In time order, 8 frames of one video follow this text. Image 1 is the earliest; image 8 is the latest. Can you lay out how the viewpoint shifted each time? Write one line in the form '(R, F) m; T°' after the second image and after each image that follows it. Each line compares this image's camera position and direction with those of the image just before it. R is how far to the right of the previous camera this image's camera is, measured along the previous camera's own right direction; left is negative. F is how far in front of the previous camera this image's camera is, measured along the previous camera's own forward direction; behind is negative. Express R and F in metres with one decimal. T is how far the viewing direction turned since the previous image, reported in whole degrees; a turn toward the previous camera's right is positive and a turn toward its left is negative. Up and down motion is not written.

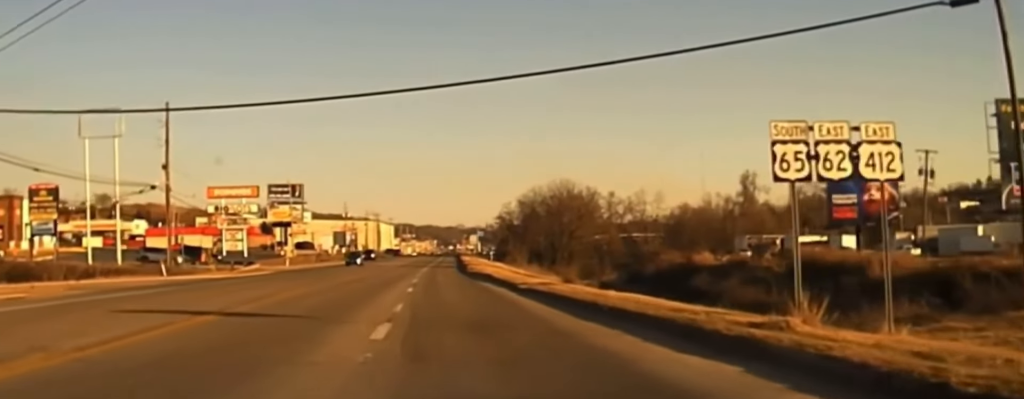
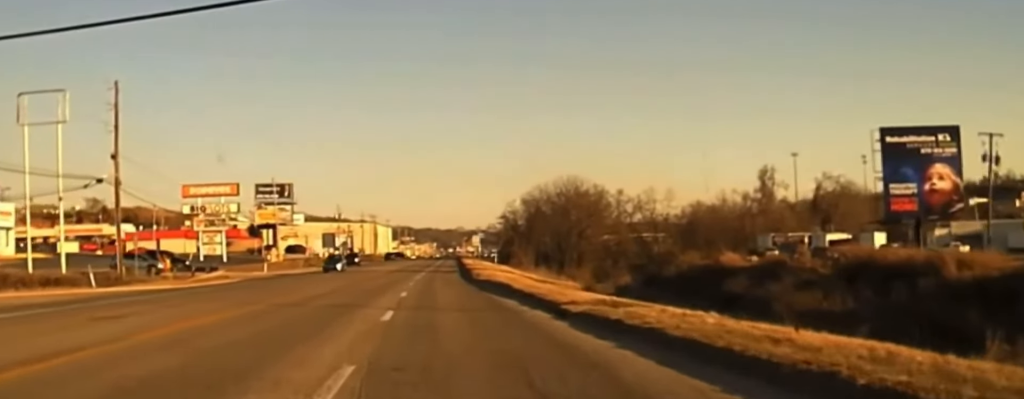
(-0.3, +14.0) m; -1°
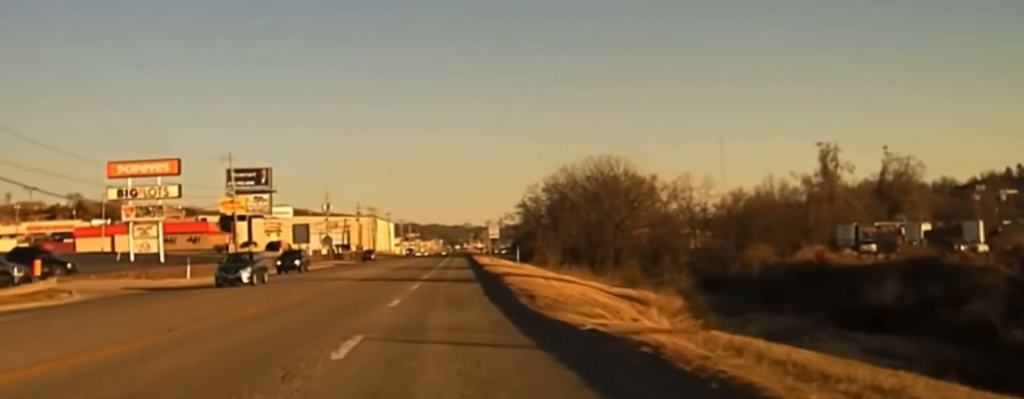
(+0.1, +36.8) m; +1°
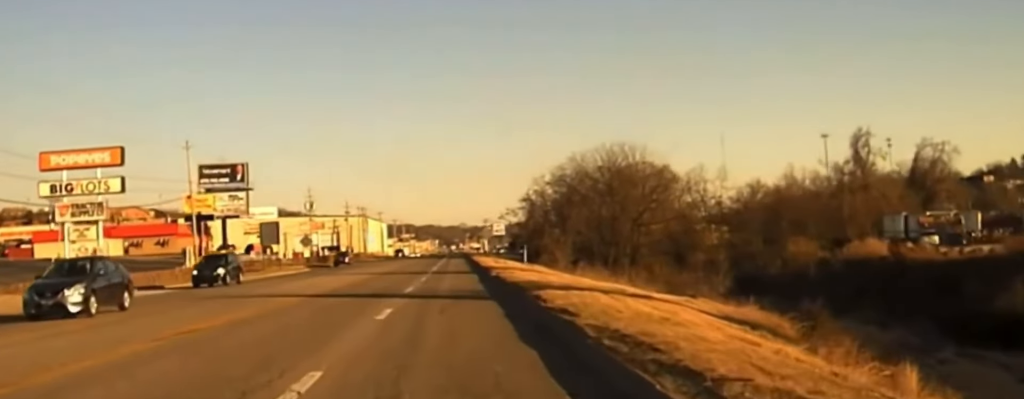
(0.0, +17.6) m; 0°
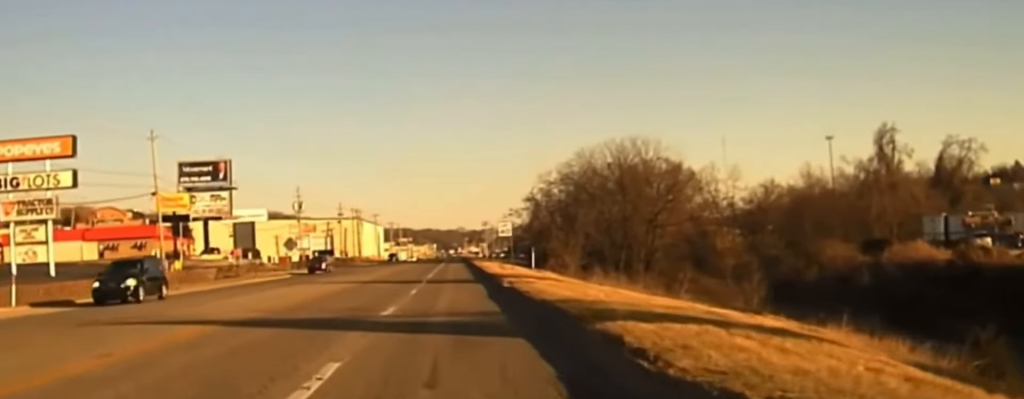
(+0.1, +9.9) m; 0°
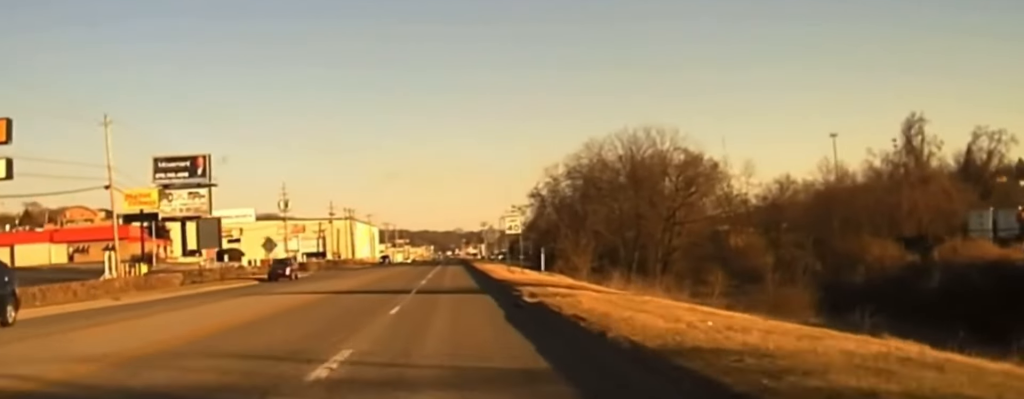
(+0.1, +11.1) m; 0°
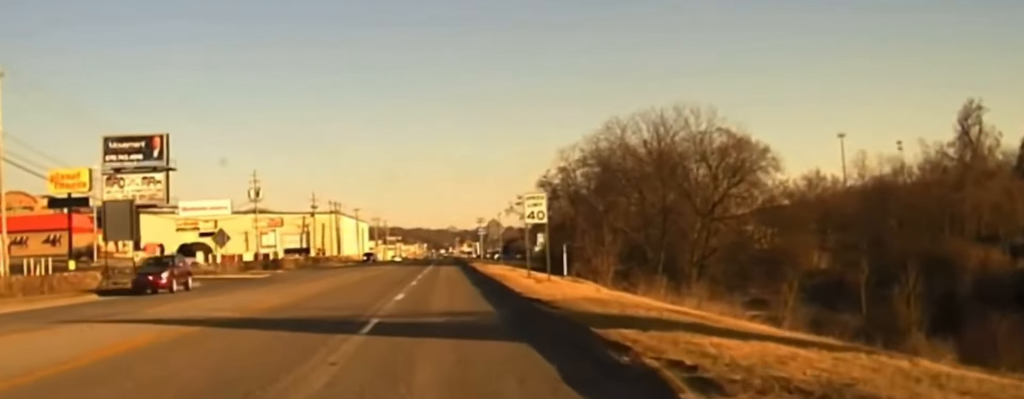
(-0.1, +15.1) m; 0°
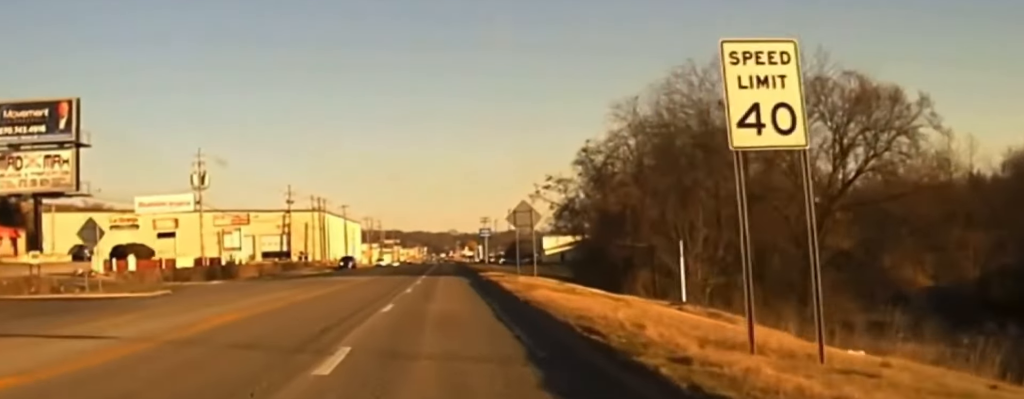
(0.0, +25.0) m; +1°
